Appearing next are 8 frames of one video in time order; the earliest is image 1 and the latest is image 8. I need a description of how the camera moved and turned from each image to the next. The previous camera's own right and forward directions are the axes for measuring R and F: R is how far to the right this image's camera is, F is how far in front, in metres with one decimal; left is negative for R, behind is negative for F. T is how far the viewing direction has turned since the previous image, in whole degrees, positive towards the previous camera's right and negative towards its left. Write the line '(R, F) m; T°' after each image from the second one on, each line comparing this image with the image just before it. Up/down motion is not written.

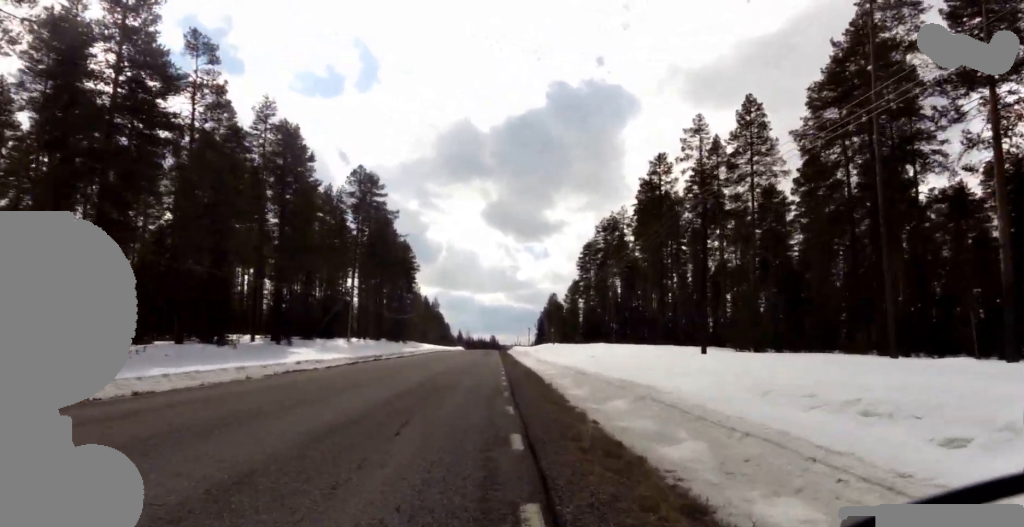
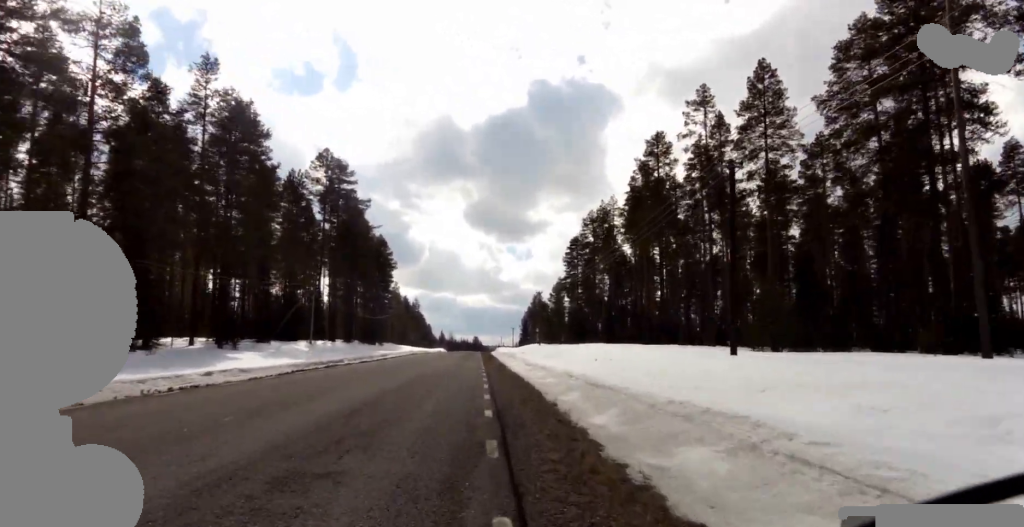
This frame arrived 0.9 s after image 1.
(+0.4, +6.2) m; +1°
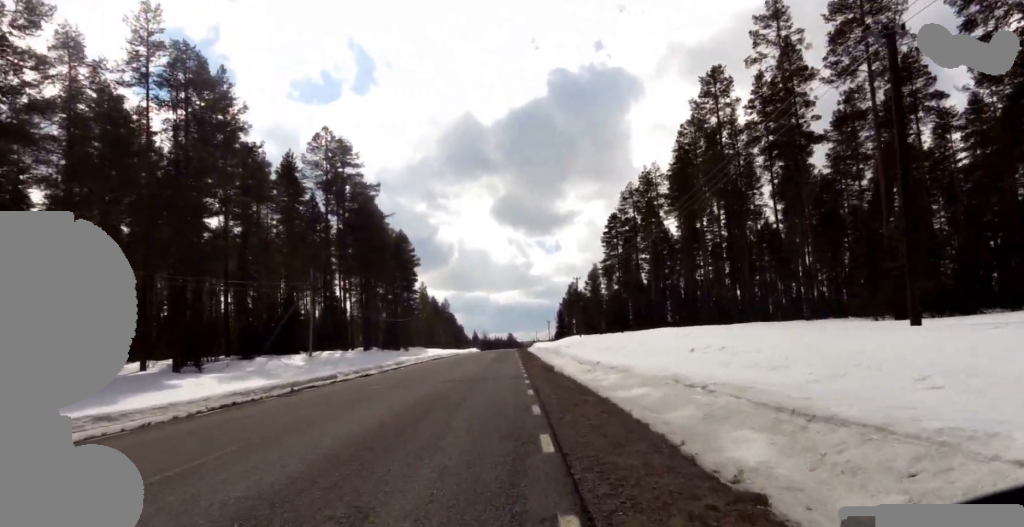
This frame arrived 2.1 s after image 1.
(-0.2, +9.4) m; +1°
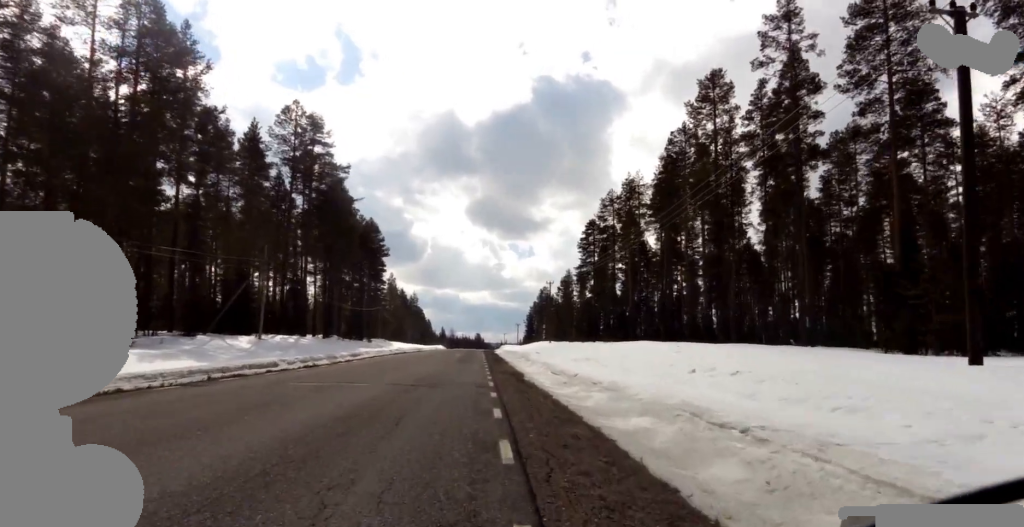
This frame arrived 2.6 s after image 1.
(+0.1, +3.2) m; +2°
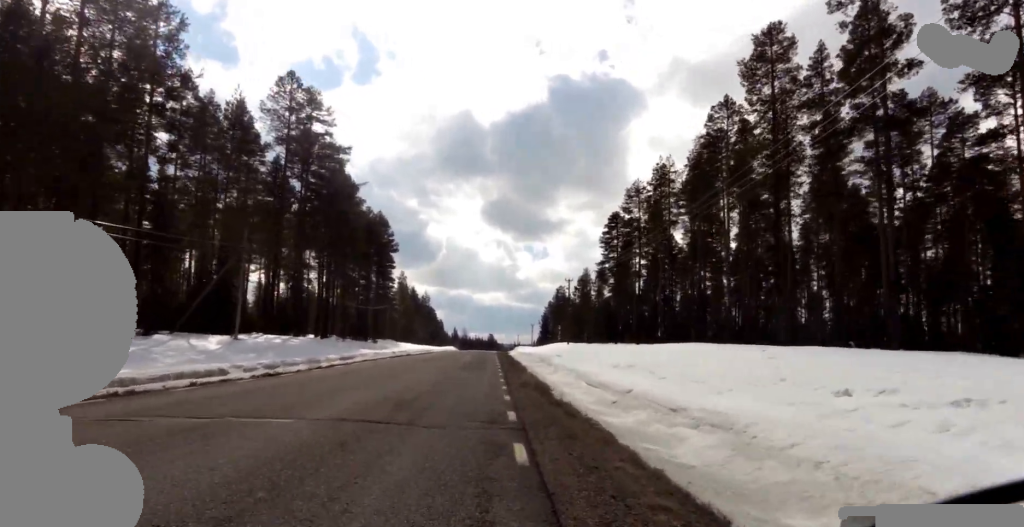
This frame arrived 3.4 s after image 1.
(+0.1, +6.0) m; +4°
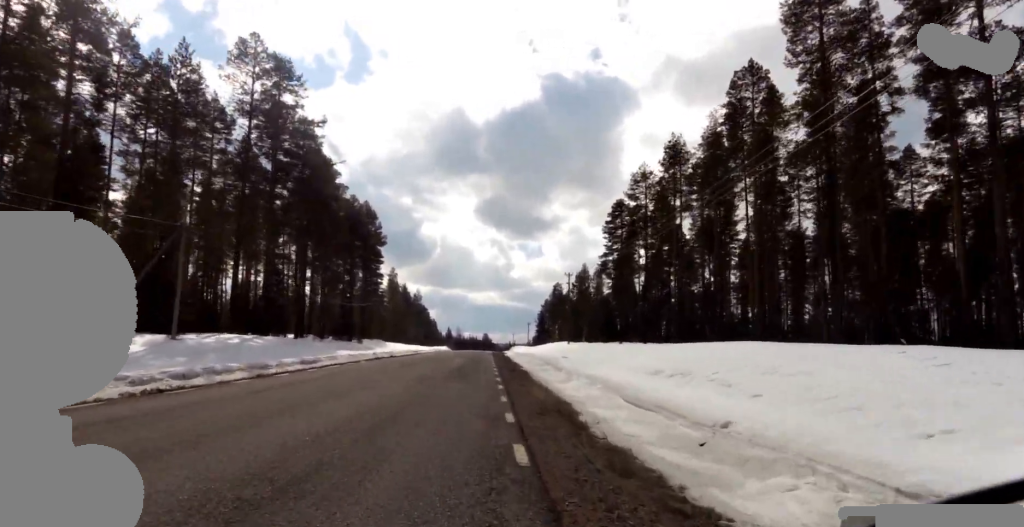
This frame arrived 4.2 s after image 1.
(+0.2, +6.0) m; +2°
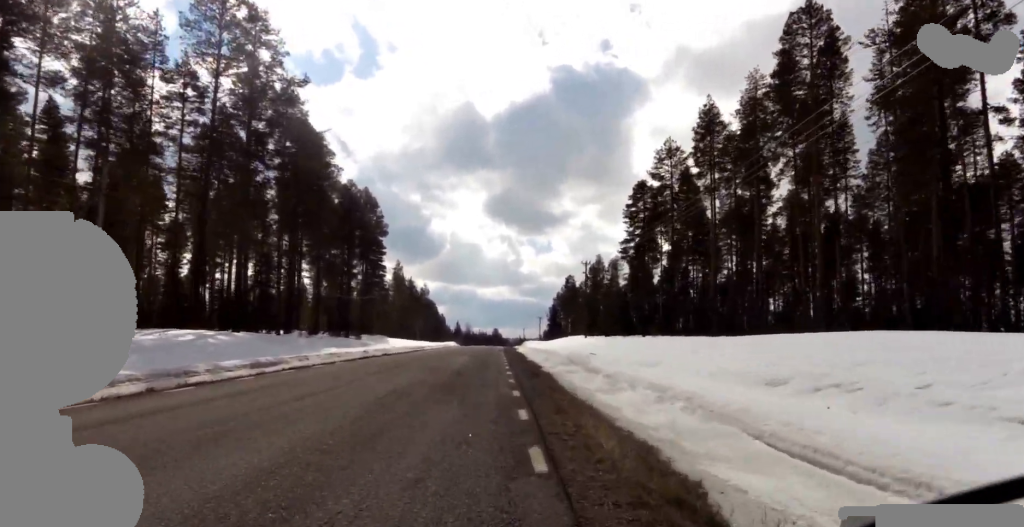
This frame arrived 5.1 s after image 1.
(+0.1, +6.5) m; -3°
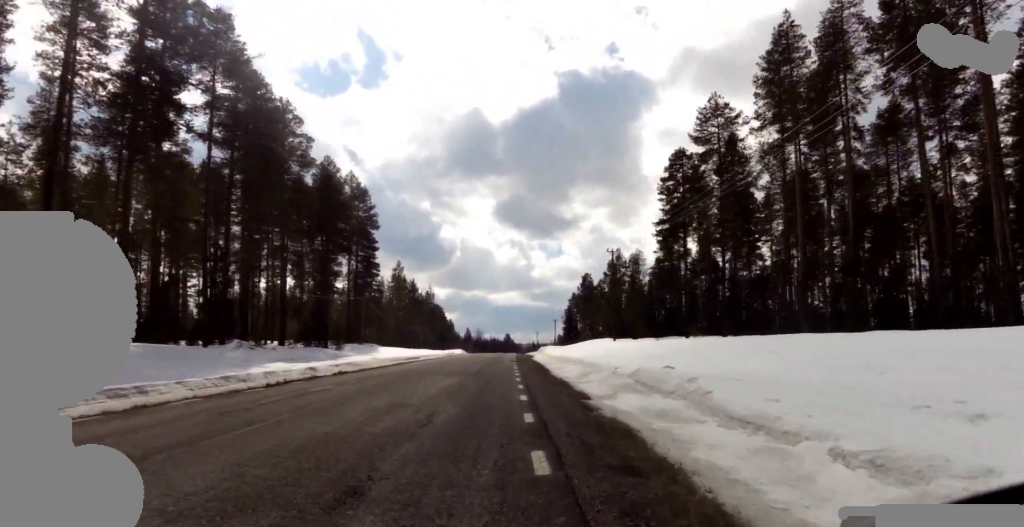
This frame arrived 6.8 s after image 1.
(-1.3, +12.5) m; -1°
